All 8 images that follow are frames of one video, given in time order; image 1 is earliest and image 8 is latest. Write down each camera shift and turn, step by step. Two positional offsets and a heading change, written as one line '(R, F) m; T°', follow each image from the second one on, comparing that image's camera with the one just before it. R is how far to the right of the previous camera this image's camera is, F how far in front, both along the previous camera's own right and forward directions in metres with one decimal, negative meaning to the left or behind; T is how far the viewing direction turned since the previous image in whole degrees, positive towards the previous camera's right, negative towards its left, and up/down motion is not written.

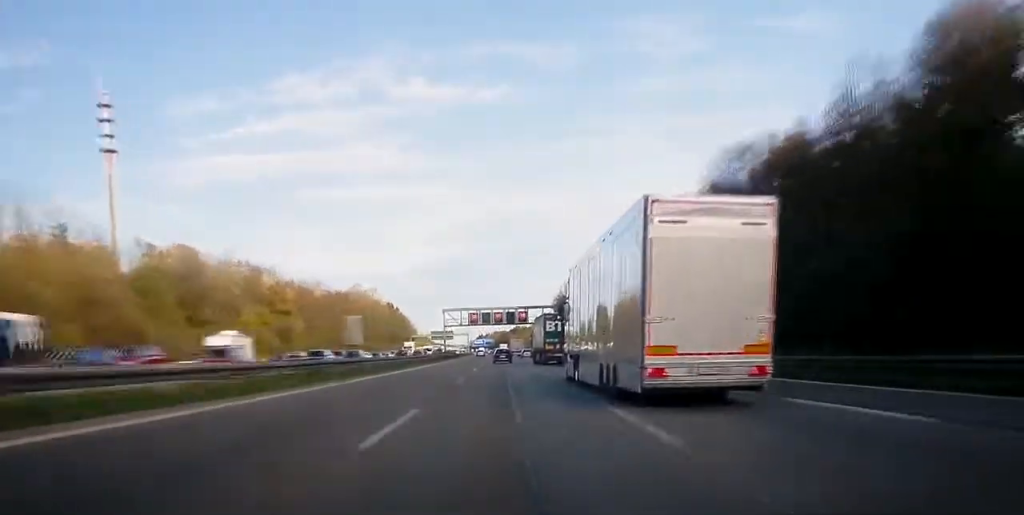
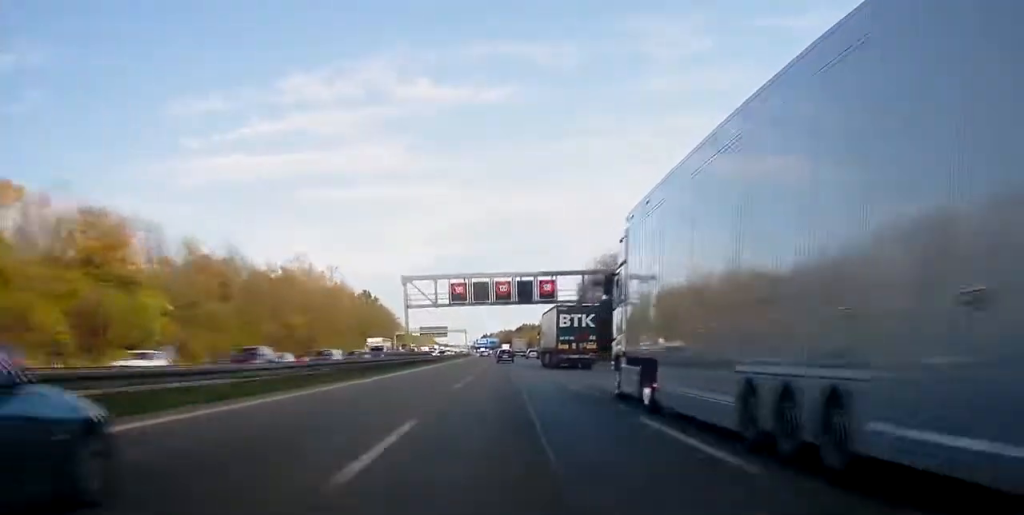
(0.0, +57.3) m; 0°
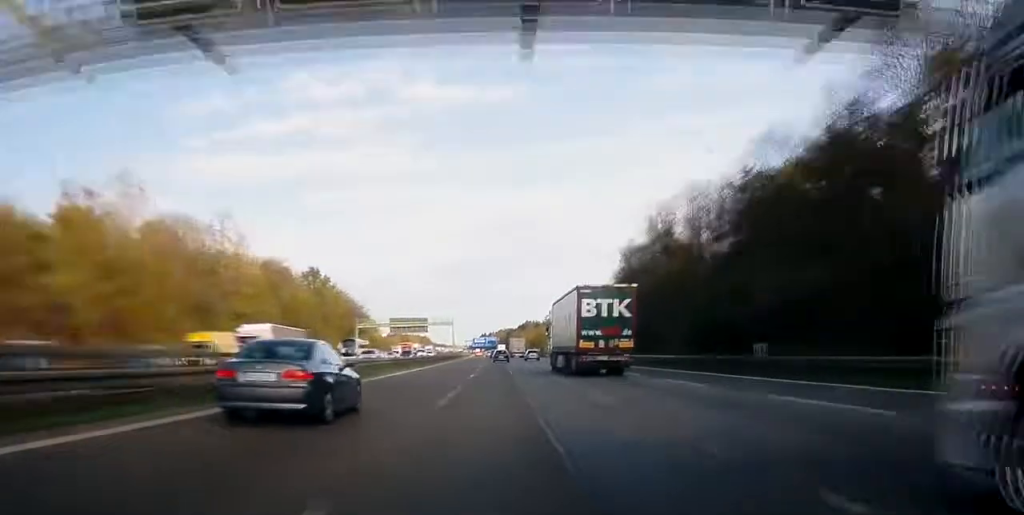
(-0.5, +61.1) m; 0°
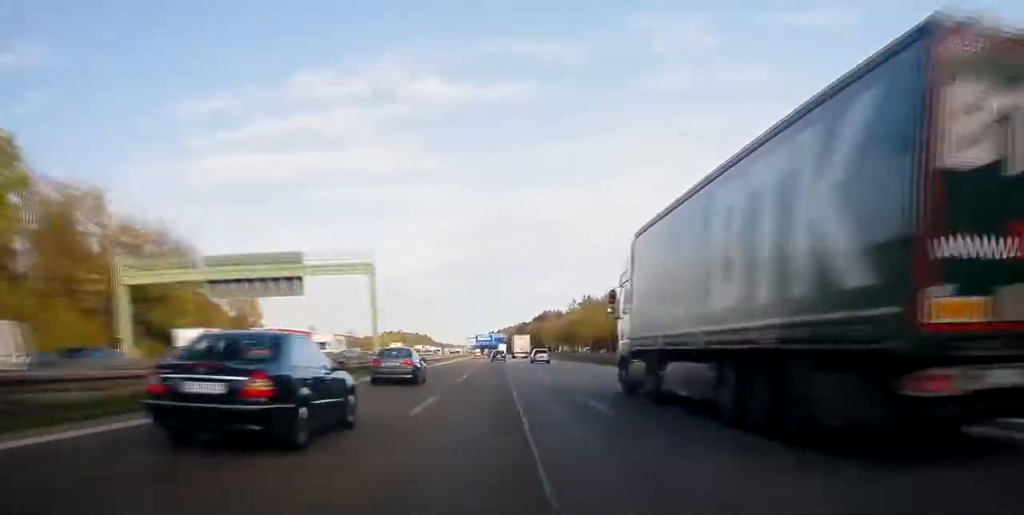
(-0.3, +108.0) m; -1°
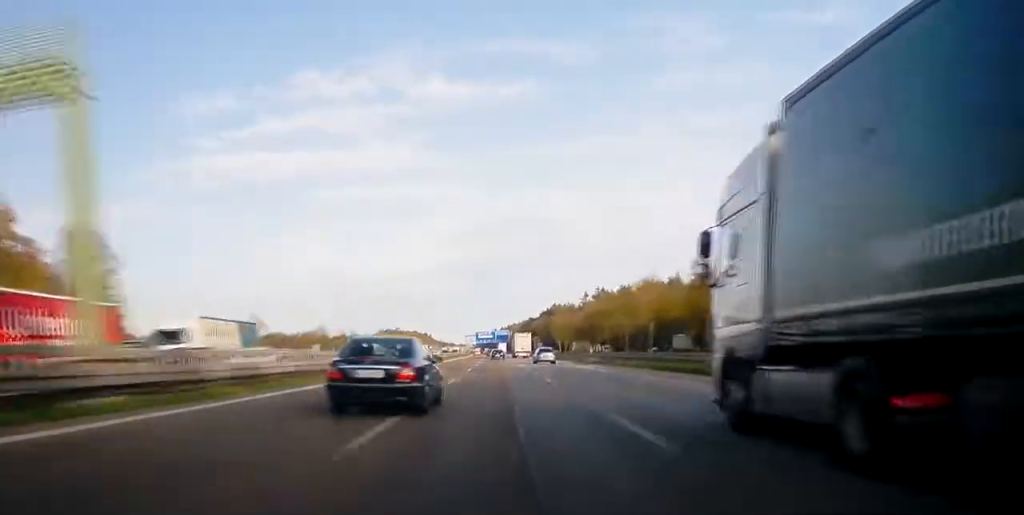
(-0.3, +40.8) m; 0°
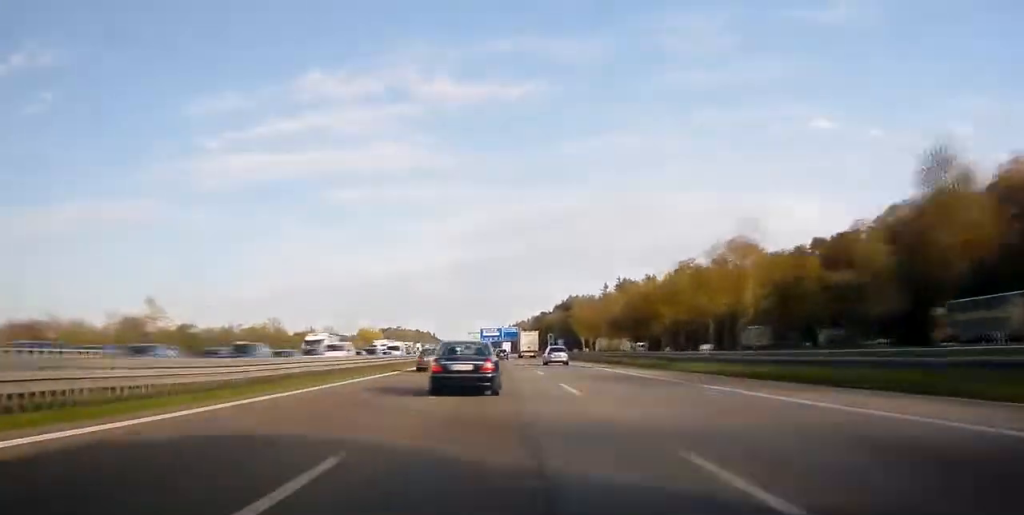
(-0.3, +44.5) m; 0°
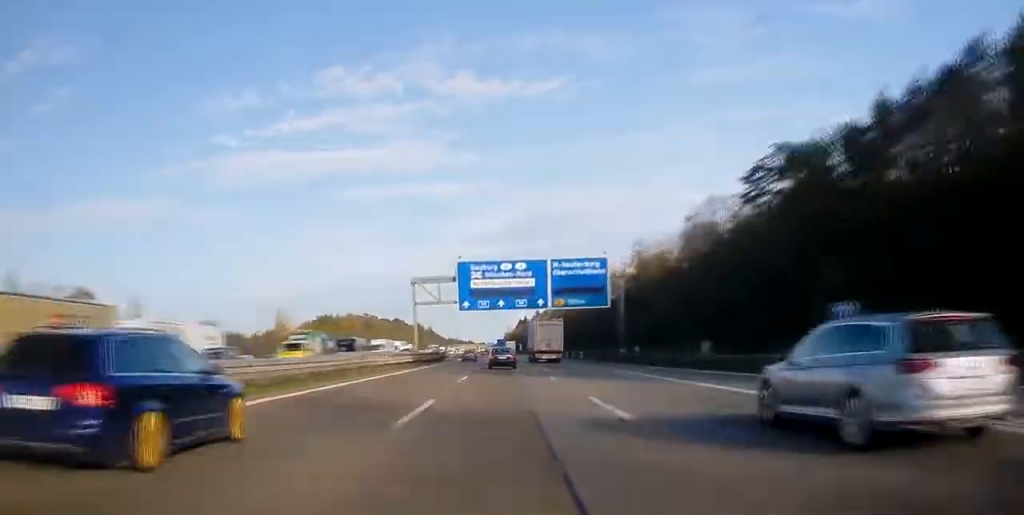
(-2.9, +241.9) m; -2°
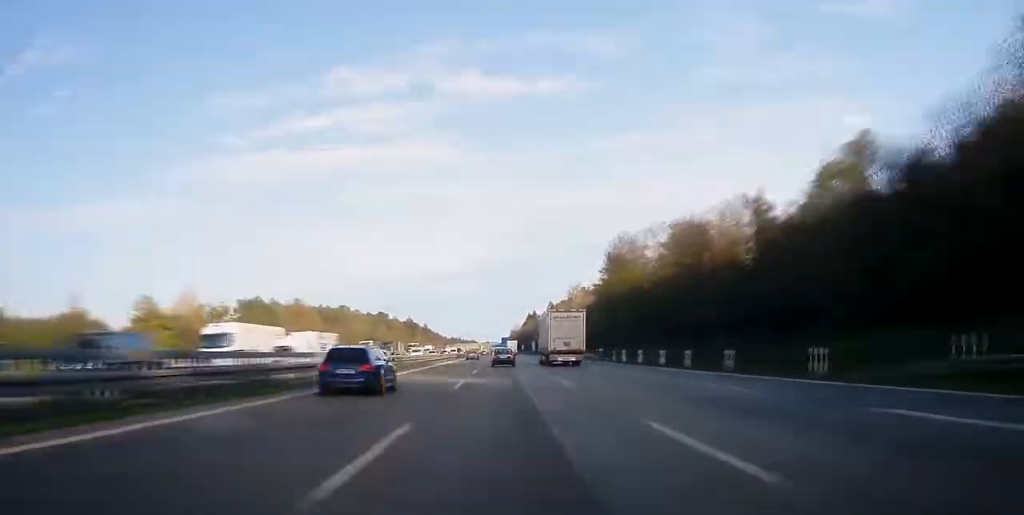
(-0.3, +77.8) m; 0°
